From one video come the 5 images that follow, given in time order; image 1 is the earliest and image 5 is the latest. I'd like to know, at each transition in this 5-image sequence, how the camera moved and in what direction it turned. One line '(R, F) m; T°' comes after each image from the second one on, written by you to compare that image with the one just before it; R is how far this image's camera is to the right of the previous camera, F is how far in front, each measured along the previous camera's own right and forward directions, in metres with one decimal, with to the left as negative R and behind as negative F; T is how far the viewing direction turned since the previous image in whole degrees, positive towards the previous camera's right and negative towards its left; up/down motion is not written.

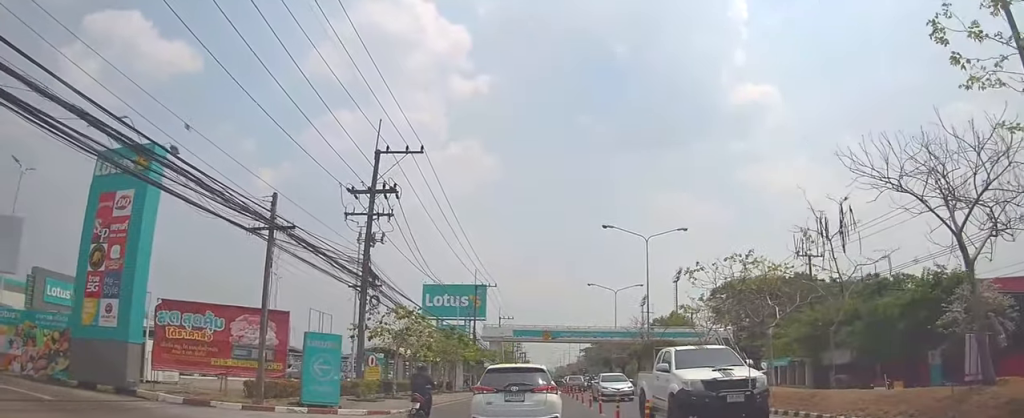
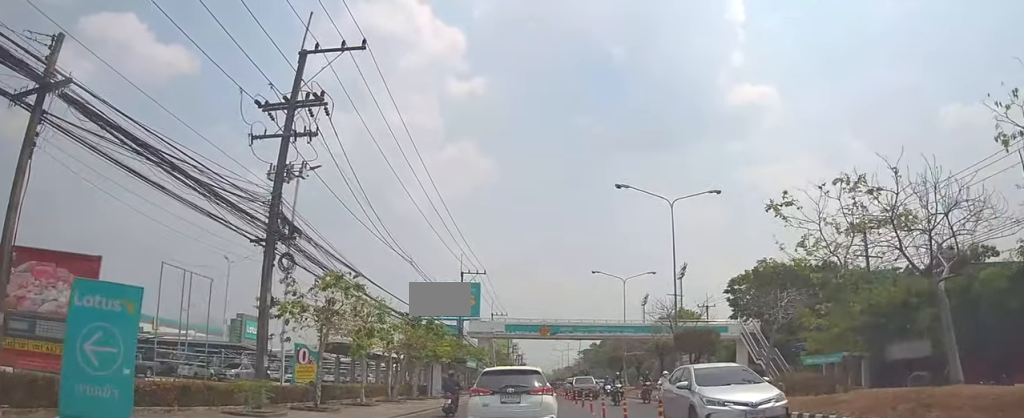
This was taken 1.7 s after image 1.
(-0.2, +10.1) m; -1°
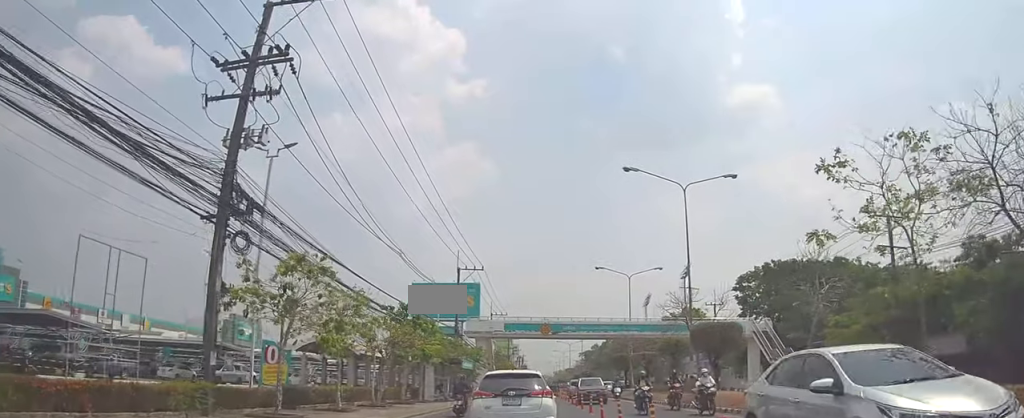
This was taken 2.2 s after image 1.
(0.0, +3.1) m; 0°
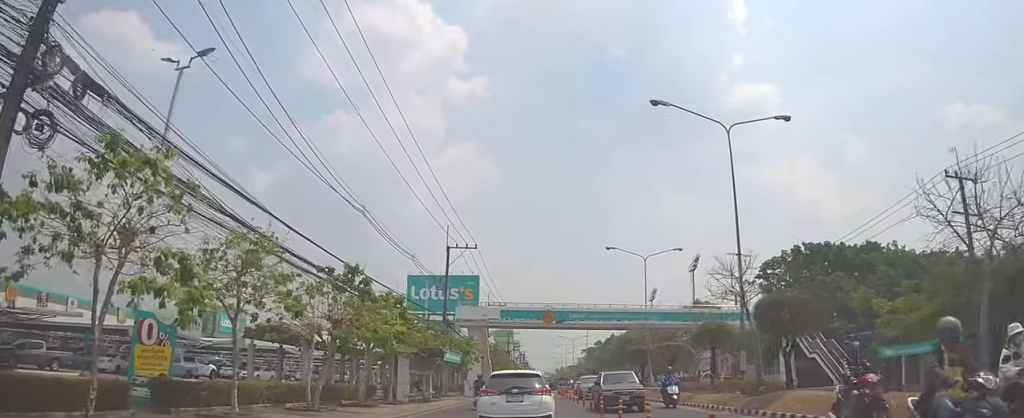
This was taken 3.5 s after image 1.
(0.0, +7.4) m; 0°
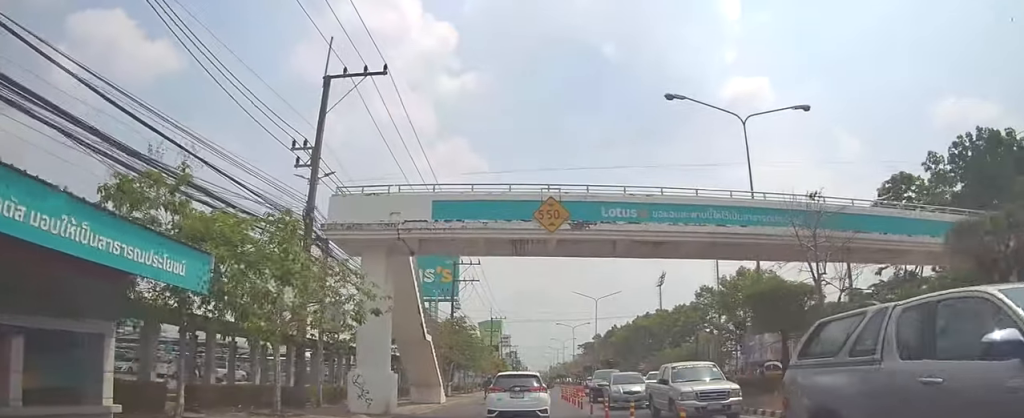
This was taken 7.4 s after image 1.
(+0.7, +25.4) m; -3°
